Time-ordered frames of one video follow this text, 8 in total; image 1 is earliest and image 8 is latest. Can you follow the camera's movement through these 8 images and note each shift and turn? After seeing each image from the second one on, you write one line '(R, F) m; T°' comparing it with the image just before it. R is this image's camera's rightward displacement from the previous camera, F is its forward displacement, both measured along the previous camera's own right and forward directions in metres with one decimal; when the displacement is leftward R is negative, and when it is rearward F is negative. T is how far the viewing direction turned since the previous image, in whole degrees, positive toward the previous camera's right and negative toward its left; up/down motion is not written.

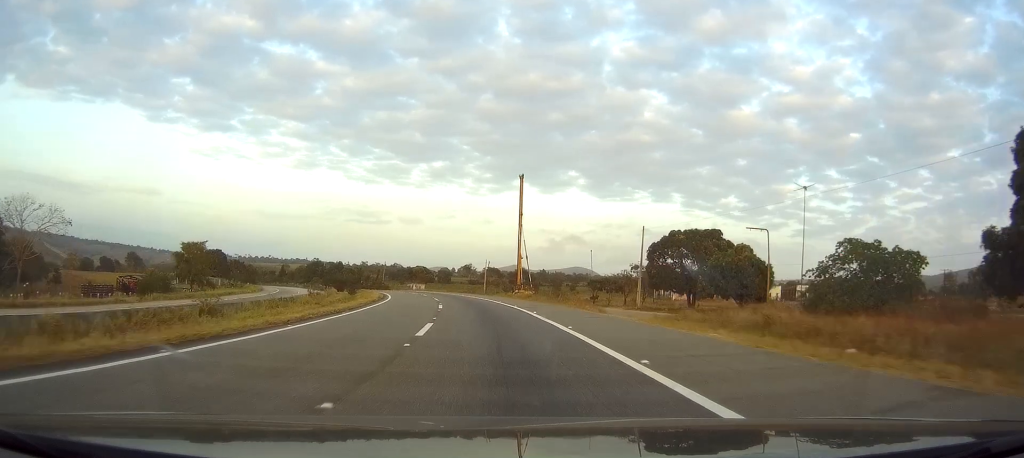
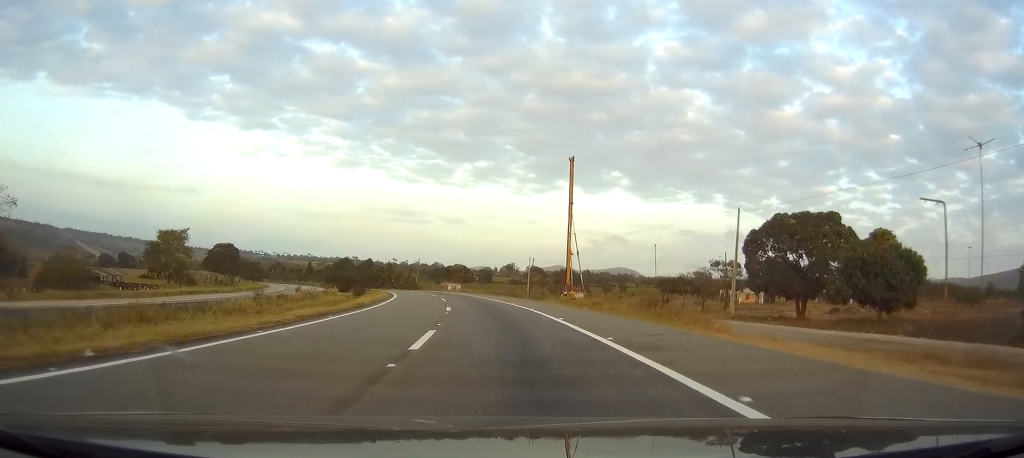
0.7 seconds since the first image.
(-0.5, +20.2) m; -3°
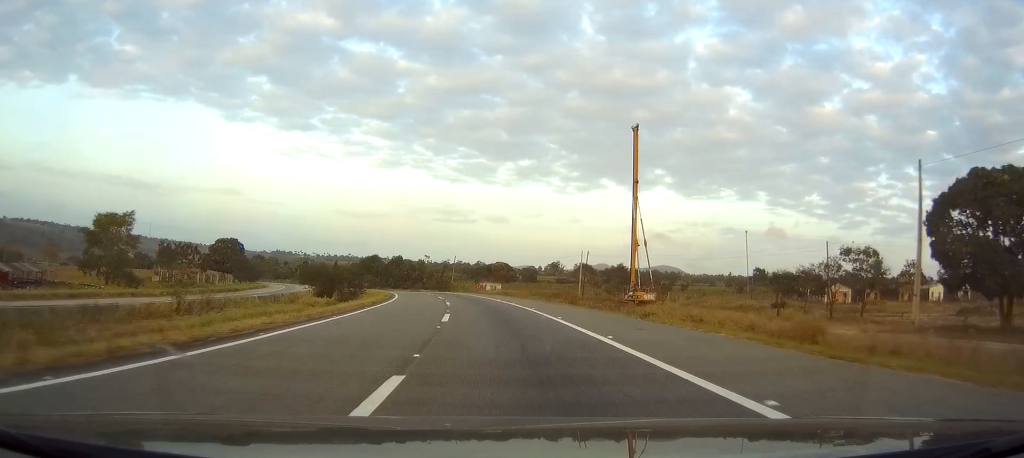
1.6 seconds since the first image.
(-0.6, +24.0) m; -4°
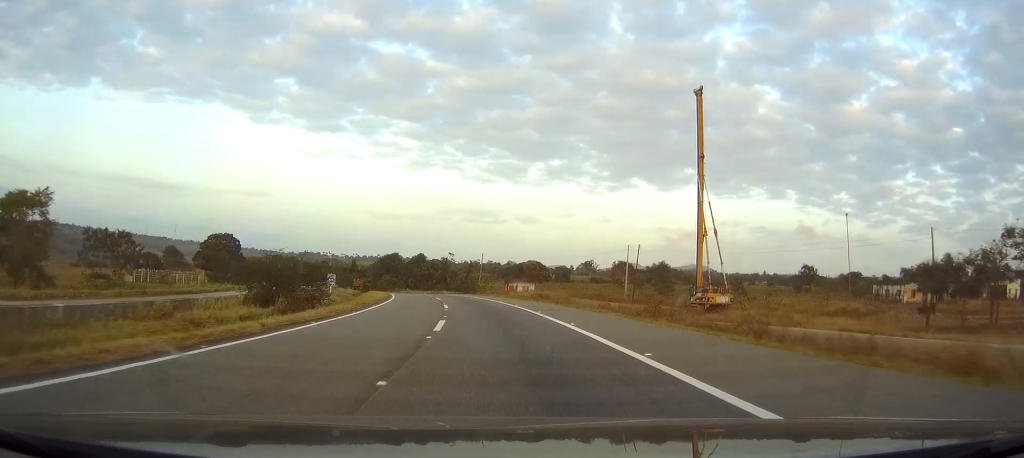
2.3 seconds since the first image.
(-0.9, +19.4) m; -3°
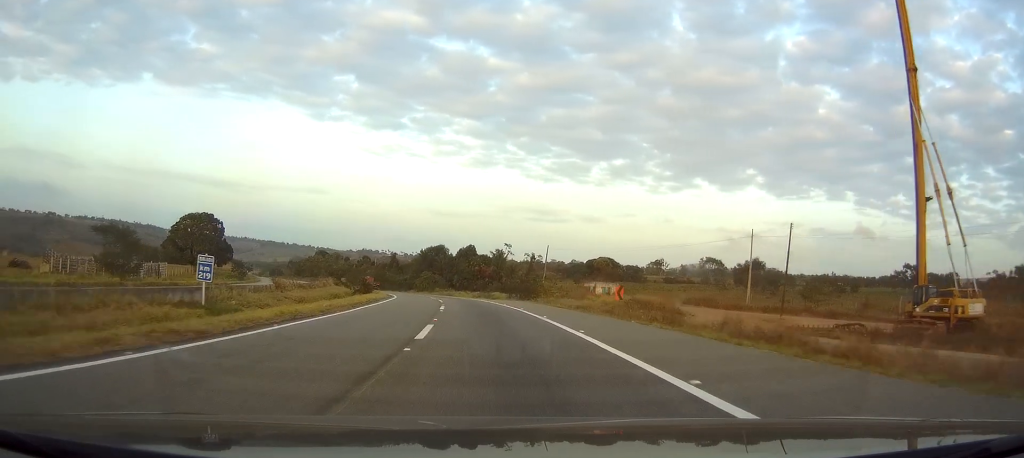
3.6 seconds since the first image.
(-1.4, +35.4) m; -5°
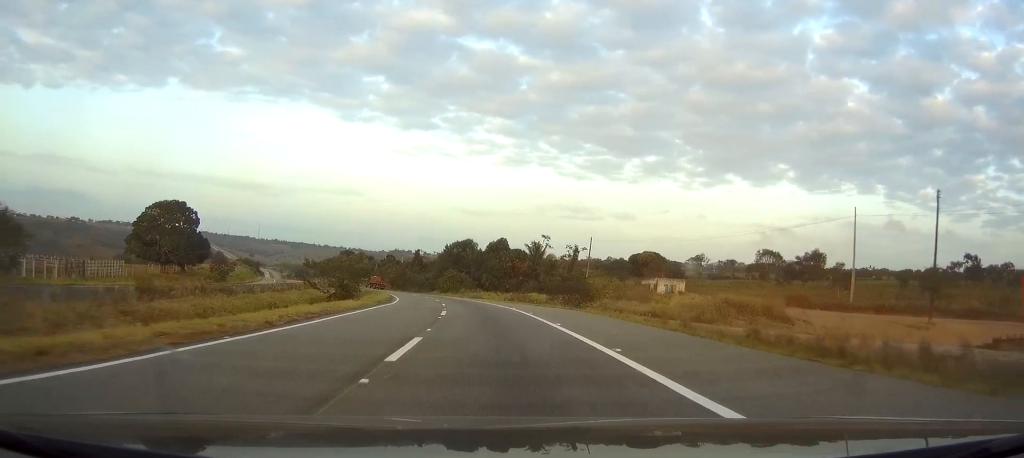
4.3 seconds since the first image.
(-0.7, +19.7) m; -3°
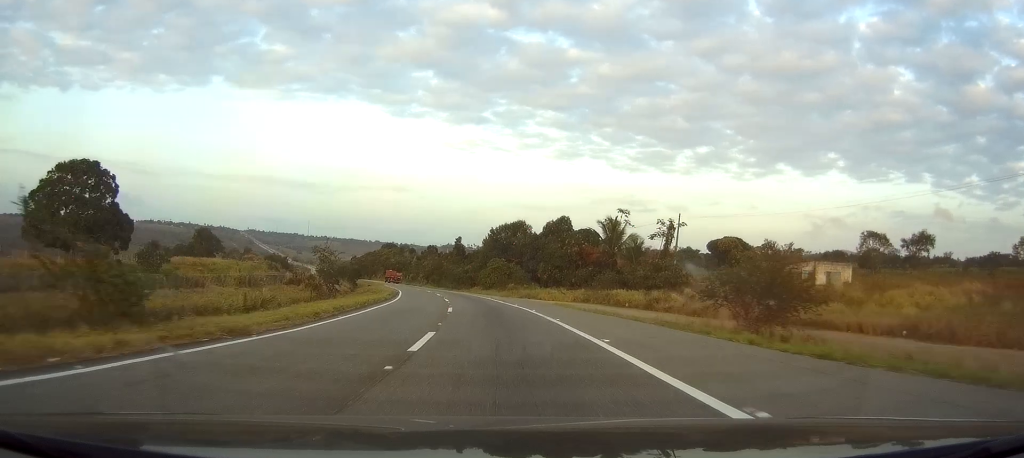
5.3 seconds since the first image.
(-1.2, +30.3) m; -5°
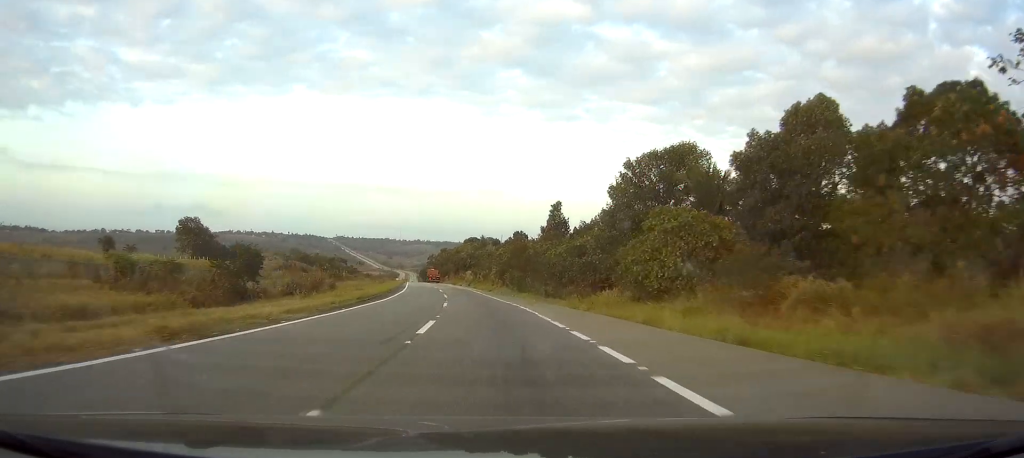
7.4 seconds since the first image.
(-4.6, +61.3) m; -8°
